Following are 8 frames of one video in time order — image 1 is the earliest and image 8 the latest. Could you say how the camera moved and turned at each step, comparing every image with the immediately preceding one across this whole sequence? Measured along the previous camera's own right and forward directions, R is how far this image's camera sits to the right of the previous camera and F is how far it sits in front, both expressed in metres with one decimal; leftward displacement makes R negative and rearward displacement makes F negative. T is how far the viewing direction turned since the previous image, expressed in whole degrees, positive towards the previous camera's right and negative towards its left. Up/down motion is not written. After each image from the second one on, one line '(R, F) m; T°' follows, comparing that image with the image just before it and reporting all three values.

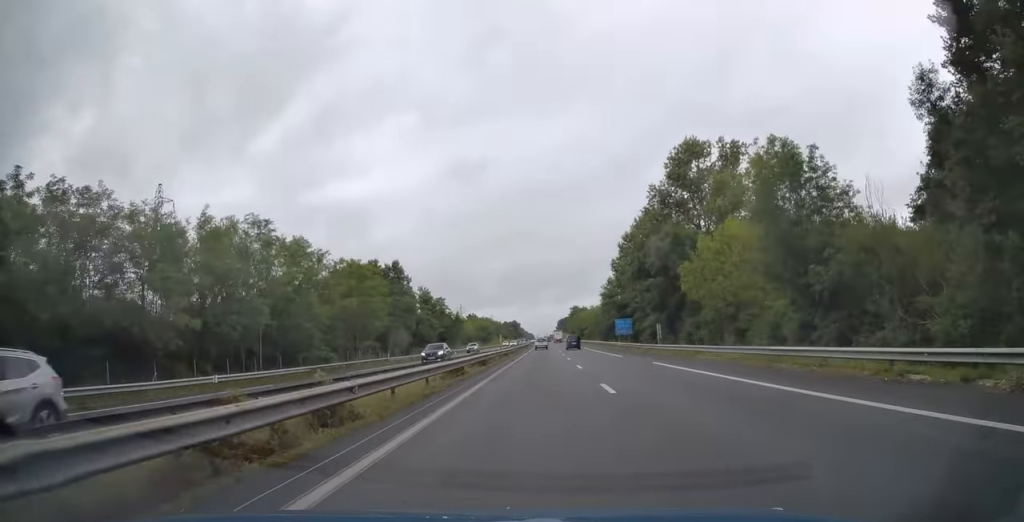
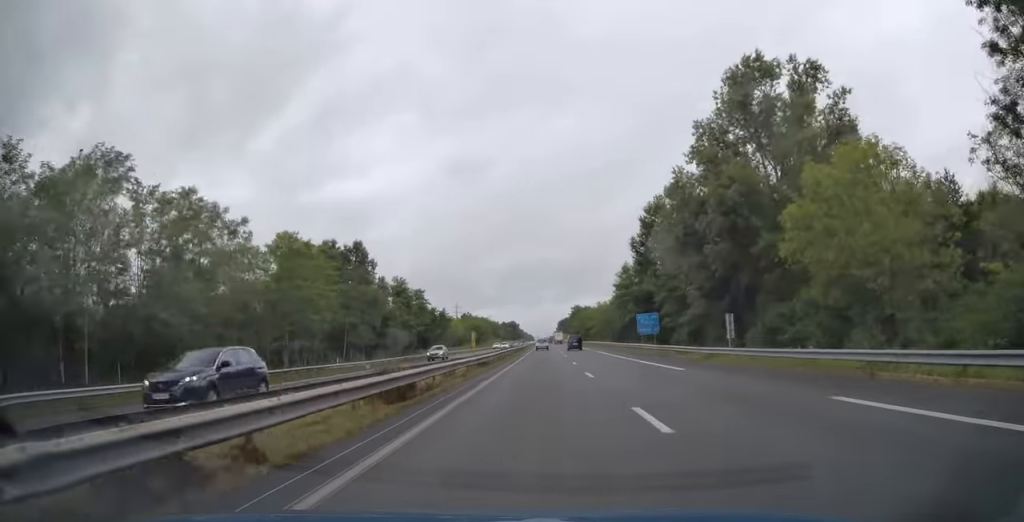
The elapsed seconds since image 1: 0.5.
(0.0, +21.2) m; 0°
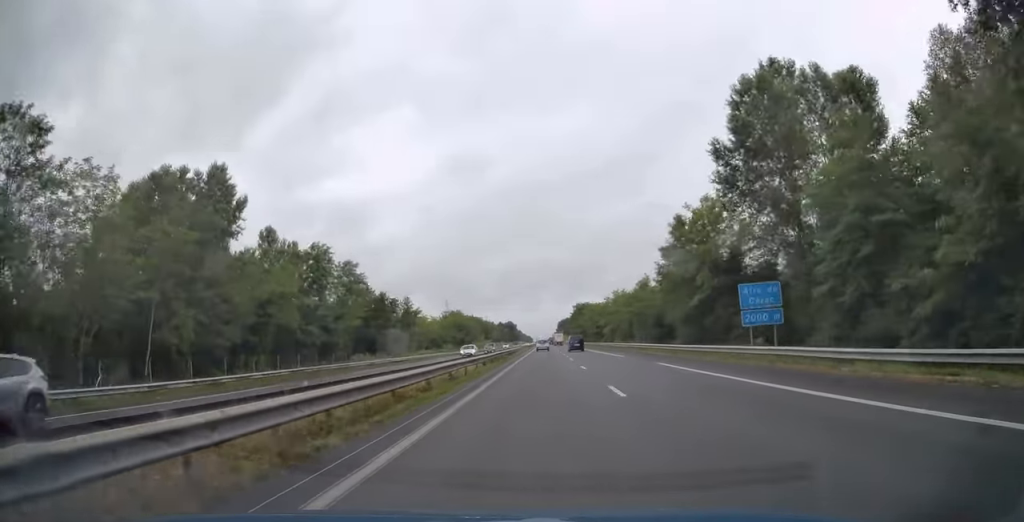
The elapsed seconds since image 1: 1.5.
(0.0, +36.1) m; 0°
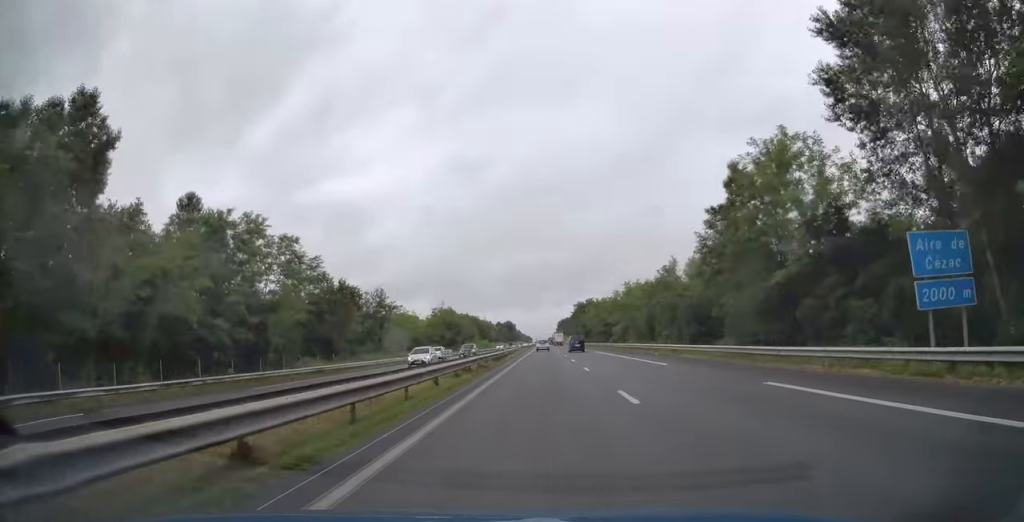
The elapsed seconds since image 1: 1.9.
(0.0, +15.8) m; 0°
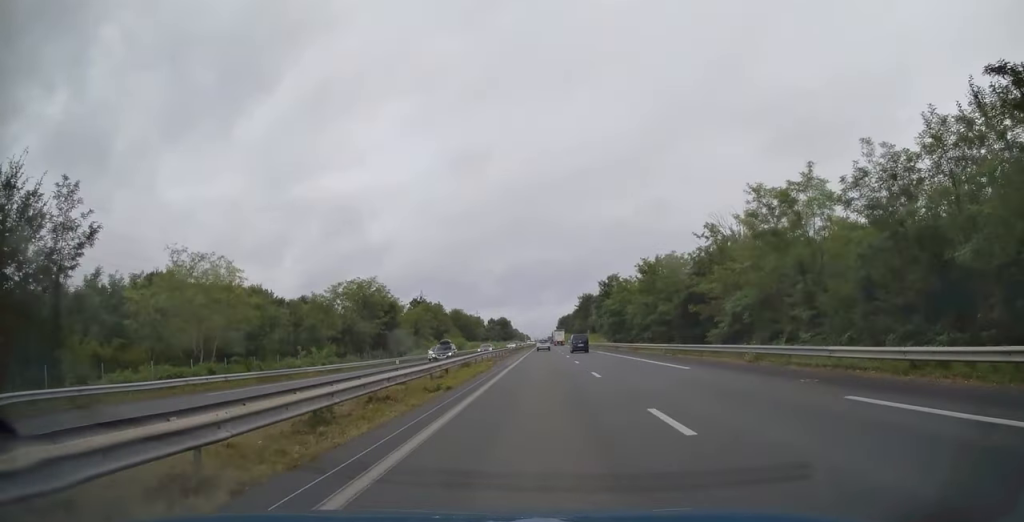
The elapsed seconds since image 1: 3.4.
(0.0, +57.7) m; 0°
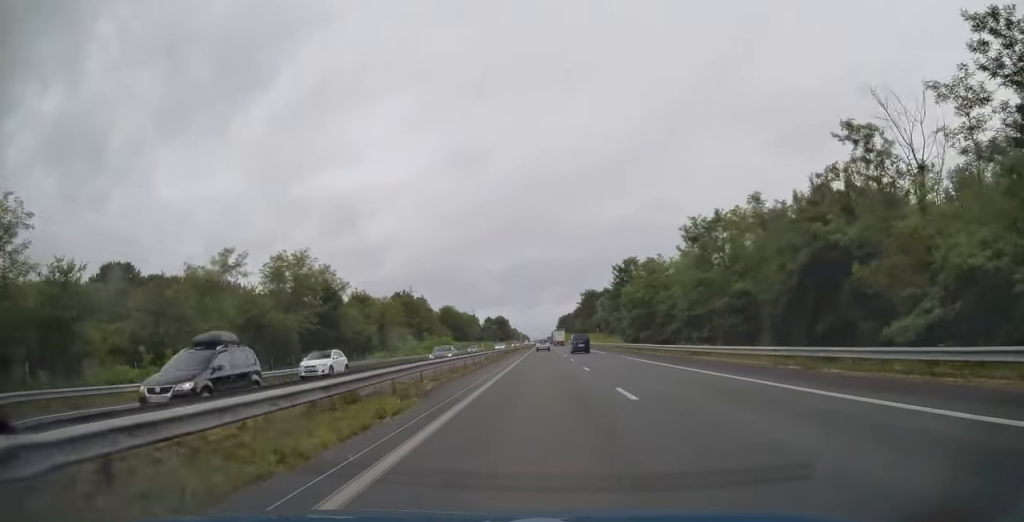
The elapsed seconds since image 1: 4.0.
(0.0, +21.4) m; 0°
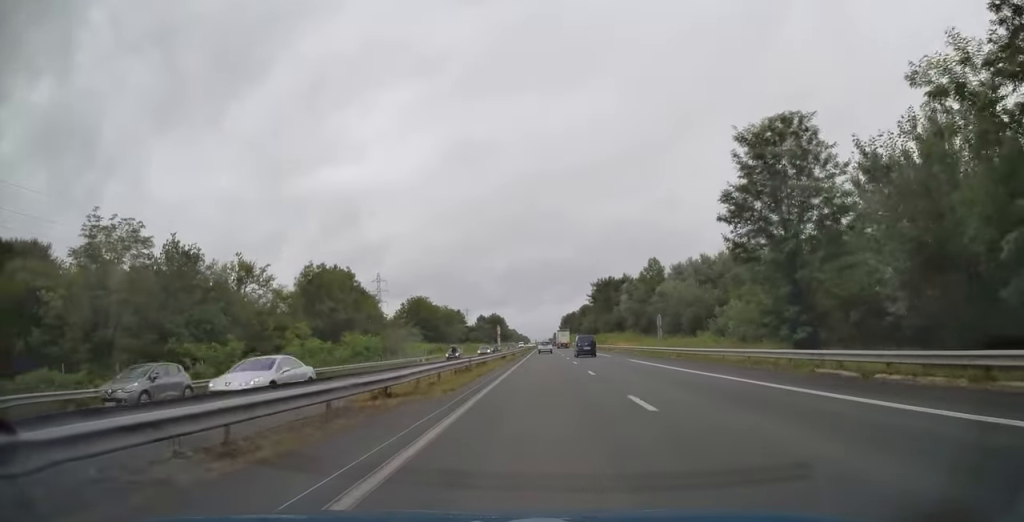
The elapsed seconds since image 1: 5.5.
(+0.1, +53.5) m; 0°
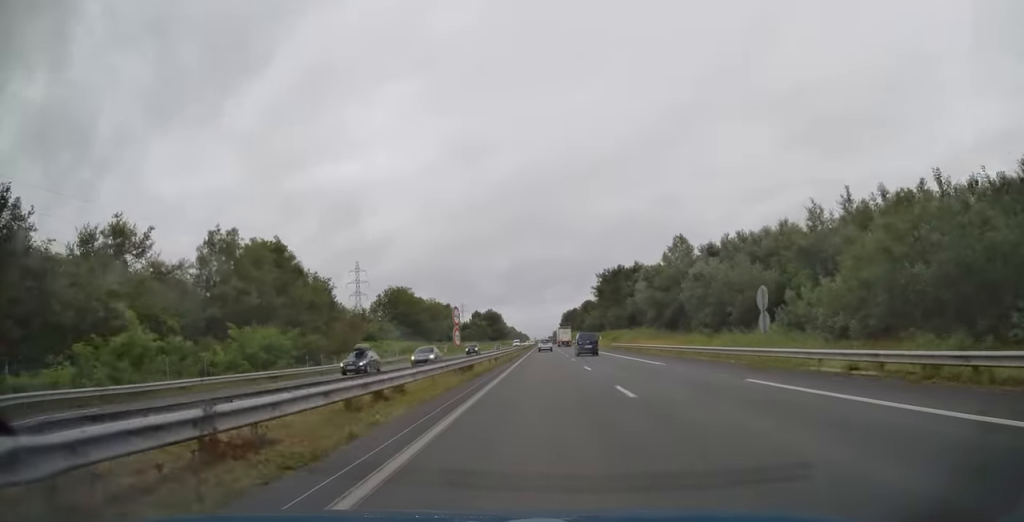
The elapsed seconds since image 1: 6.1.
(0.0, +23.3) m; 0°
